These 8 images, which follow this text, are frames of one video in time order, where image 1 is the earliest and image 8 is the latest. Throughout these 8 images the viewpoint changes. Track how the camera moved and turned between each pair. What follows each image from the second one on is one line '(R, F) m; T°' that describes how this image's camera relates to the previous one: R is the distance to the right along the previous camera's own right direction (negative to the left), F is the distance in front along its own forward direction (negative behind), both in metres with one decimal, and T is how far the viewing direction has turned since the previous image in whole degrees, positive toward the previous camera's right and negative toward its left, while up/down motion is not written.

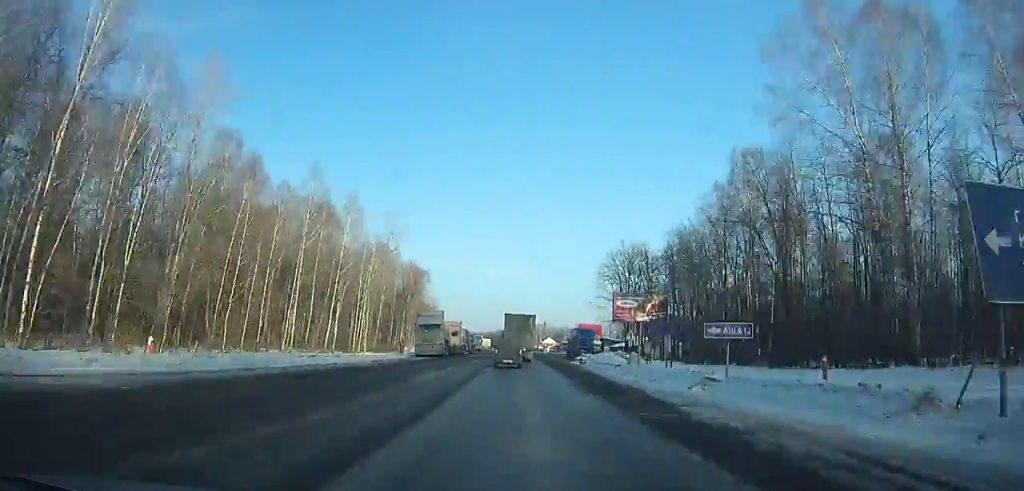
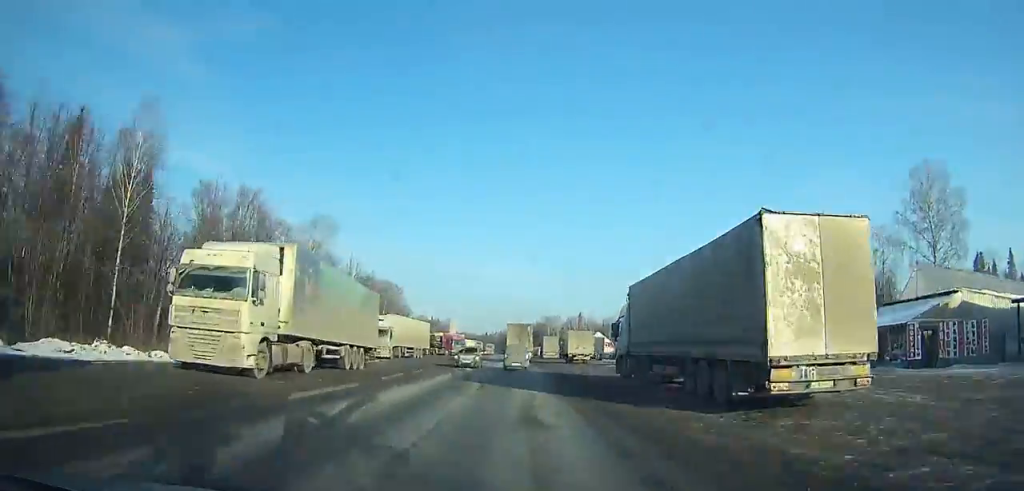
(-1.6, +150.3) m; -1°
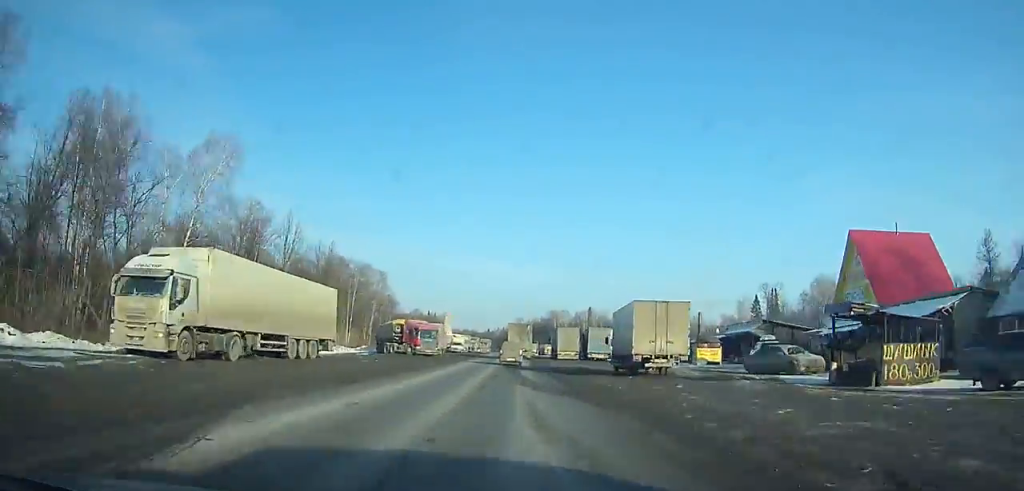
(+0.1, +32.1) m; -1°
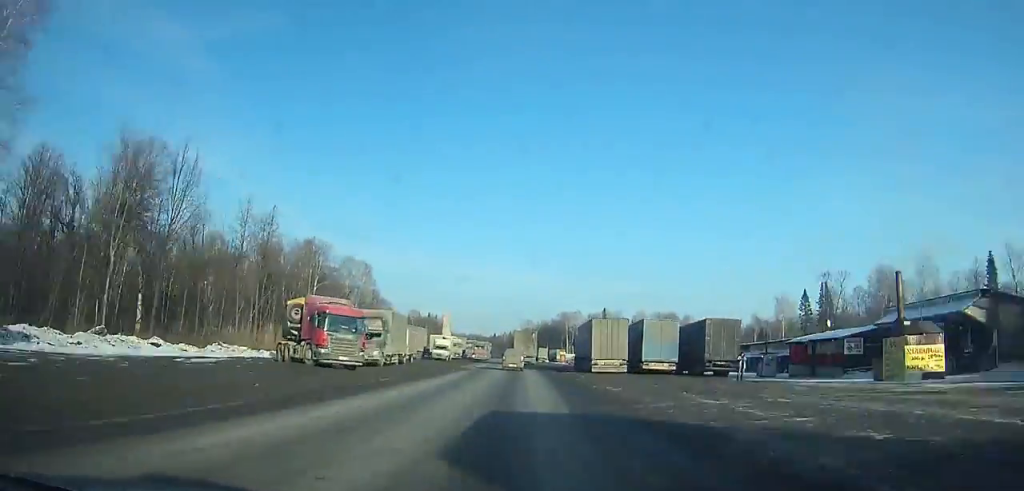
(-0.2, +28.8) m; -1°
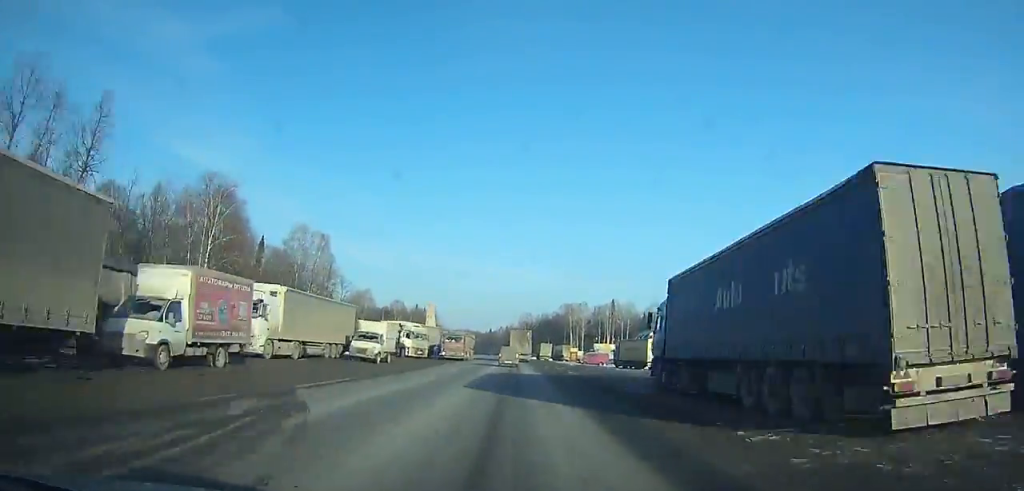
(-0.4, +35.1) m; -1°
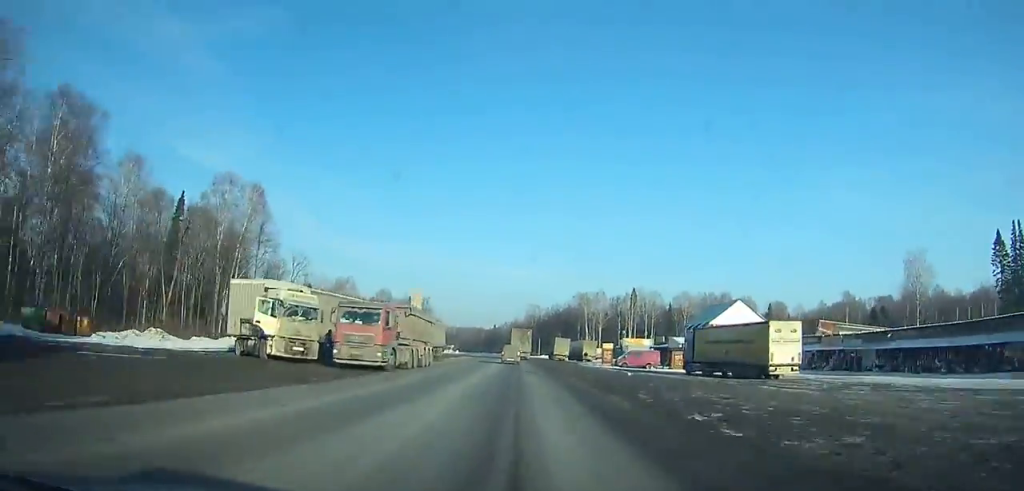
(-0.1, +36.4) m; -1°
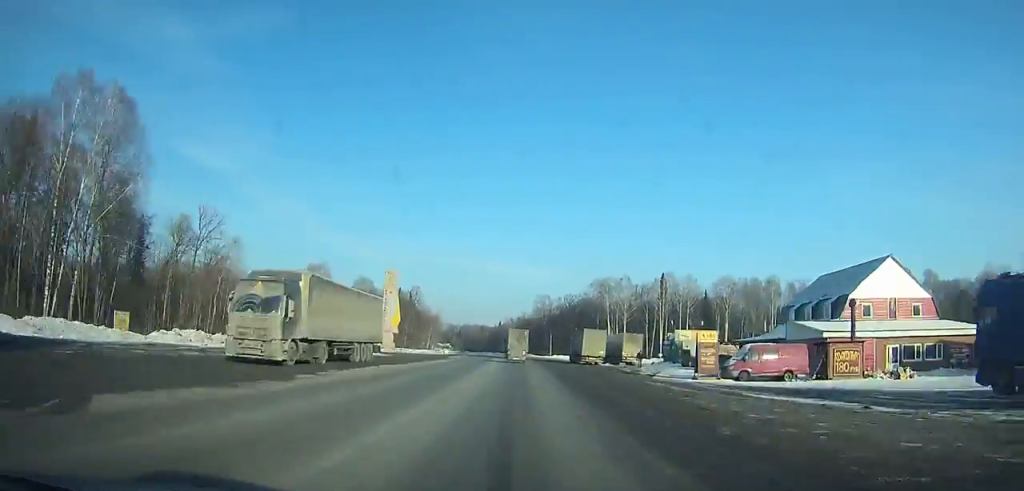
(+0.1, +37.0) m; -1°
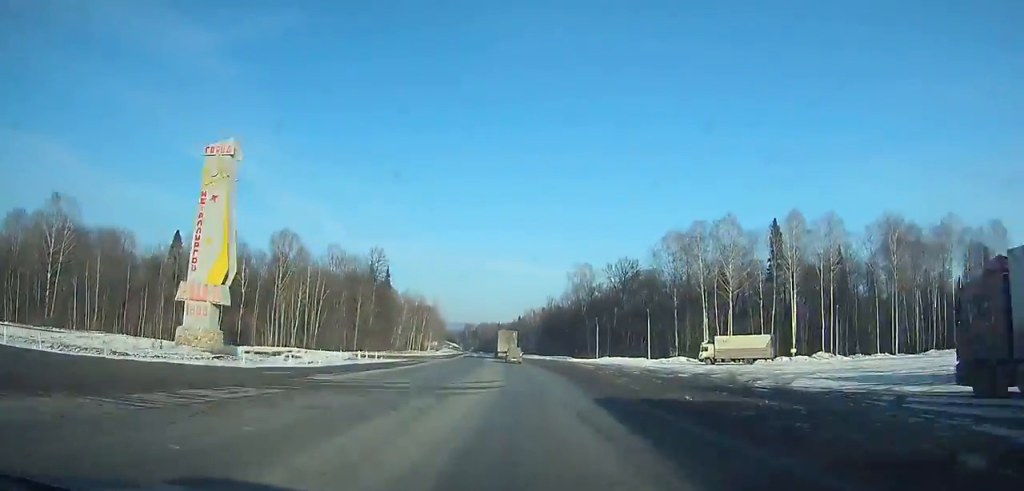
(-1.3, +74.8) m; -2°
